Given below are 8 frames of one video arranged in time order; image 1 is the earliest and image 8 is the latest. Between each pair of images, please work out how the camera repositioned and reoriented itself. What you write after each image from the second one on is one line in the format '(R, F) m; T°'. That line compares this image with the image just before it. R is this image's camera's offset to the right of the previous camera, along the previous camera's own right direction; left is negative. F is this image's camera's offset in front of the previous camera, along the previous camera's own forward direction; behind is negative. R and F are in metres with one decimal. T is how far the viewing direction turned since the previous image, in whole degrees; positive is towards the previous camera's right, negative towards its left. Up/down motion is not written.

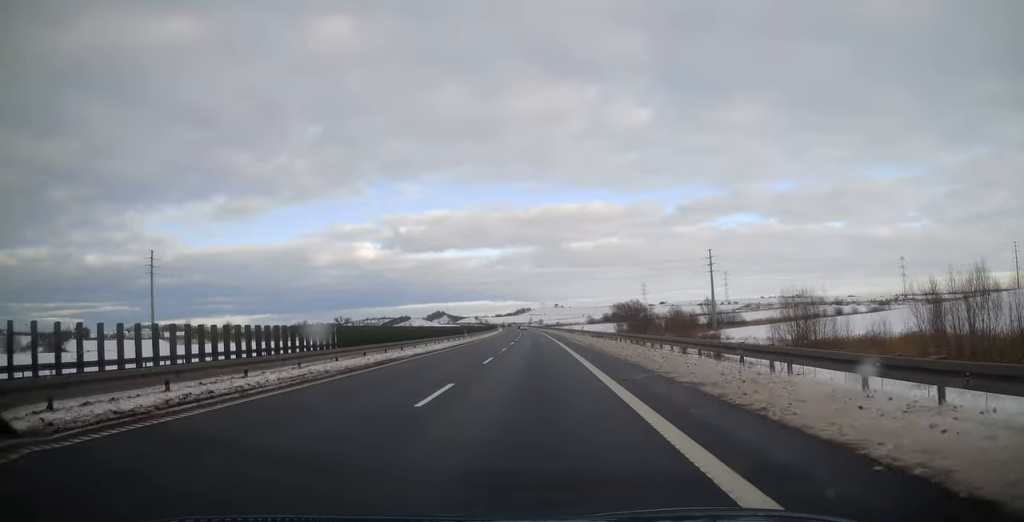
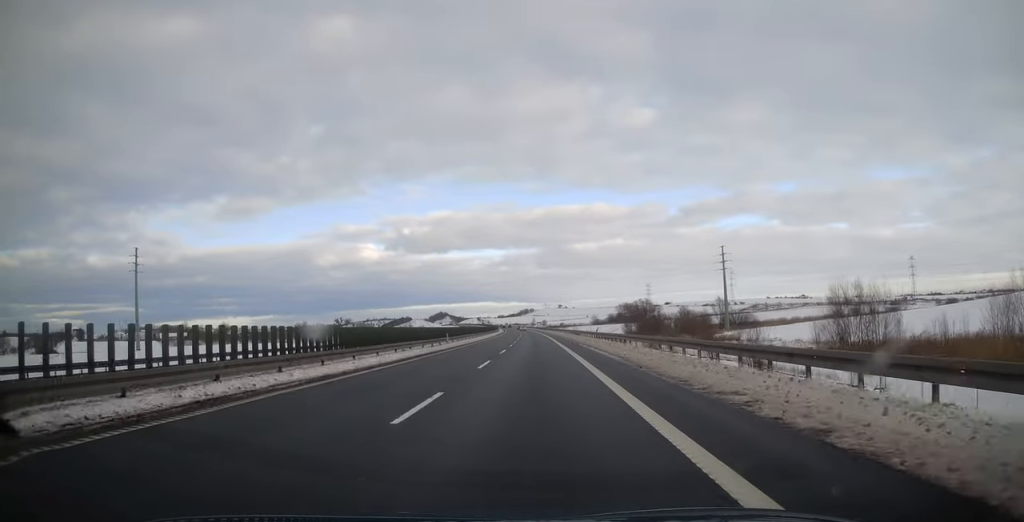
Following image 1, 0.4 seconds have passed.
(+0.1, +13.8) m; 0°
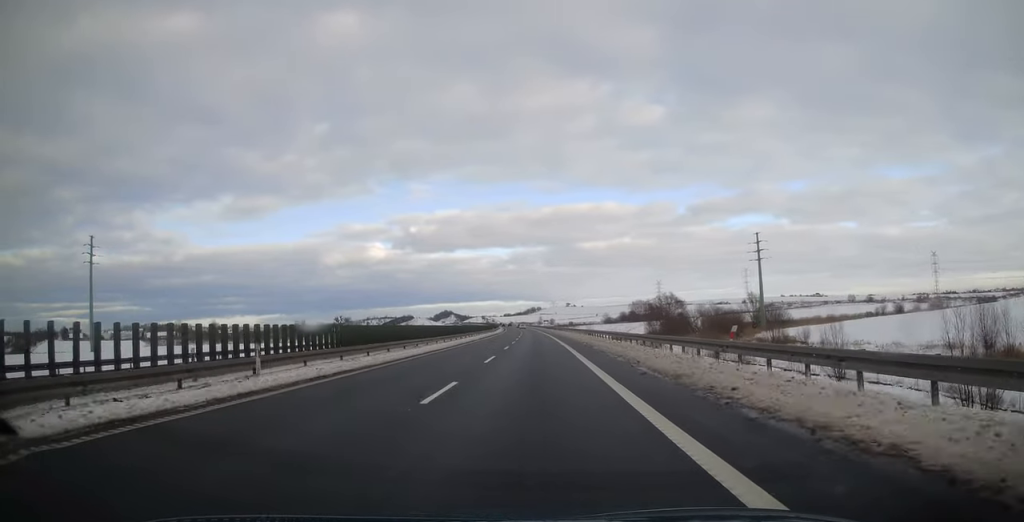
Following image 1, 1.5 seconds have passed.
(-0.3, +33.9) m; -1°
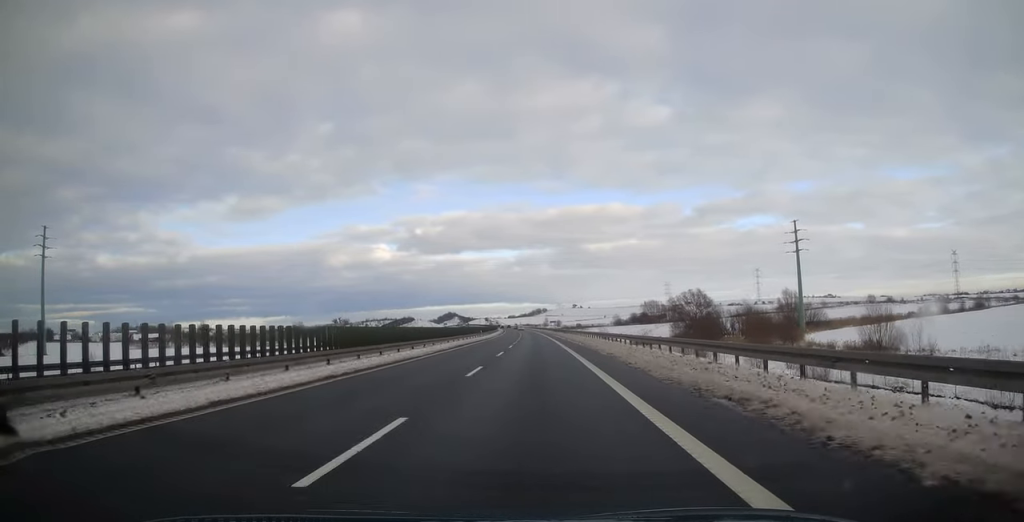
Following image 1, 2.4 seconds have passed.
(-0.1, +29.7) m; -1°
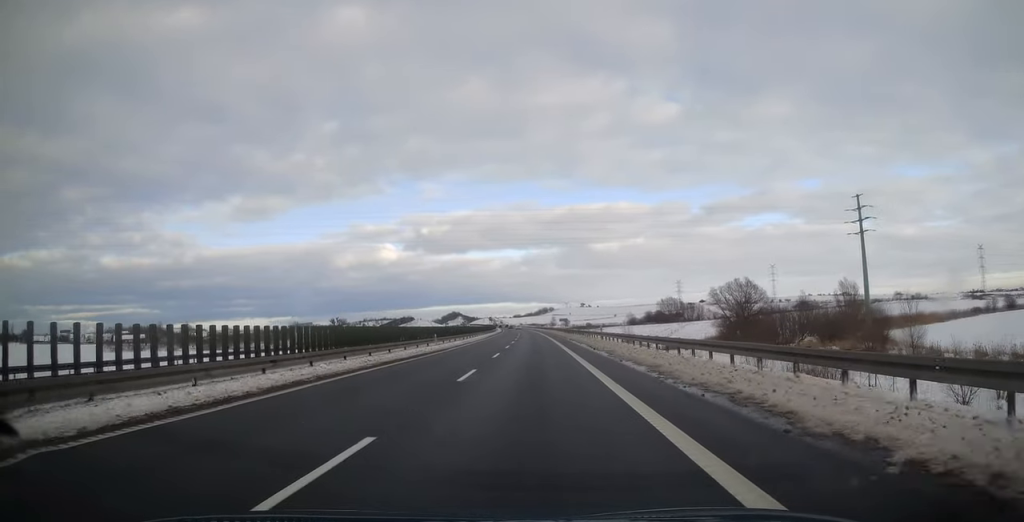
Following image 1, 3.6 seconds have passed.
(-0.4, +37.6) m; -1°
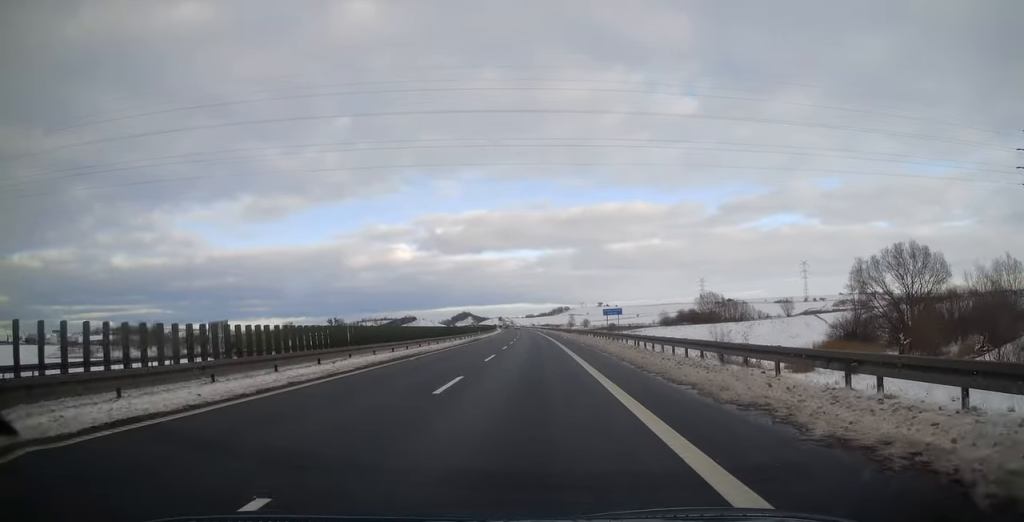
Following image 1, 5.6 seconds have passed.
(-0.1, +63.0) m; 0°
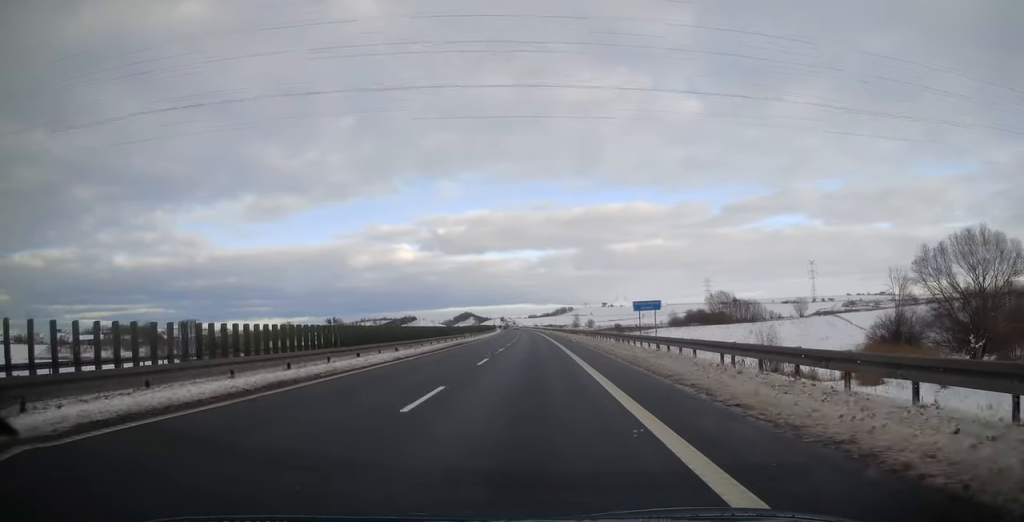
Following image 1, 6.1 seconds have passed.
(0.0, +14.8) m; -1°
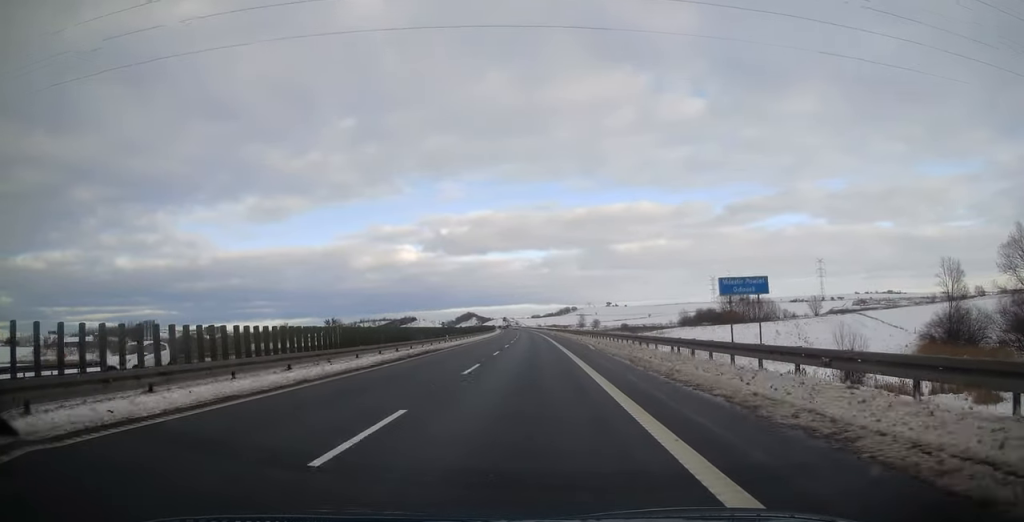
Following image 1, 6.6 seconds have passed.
(+0.1, +15.9) m; -1°
